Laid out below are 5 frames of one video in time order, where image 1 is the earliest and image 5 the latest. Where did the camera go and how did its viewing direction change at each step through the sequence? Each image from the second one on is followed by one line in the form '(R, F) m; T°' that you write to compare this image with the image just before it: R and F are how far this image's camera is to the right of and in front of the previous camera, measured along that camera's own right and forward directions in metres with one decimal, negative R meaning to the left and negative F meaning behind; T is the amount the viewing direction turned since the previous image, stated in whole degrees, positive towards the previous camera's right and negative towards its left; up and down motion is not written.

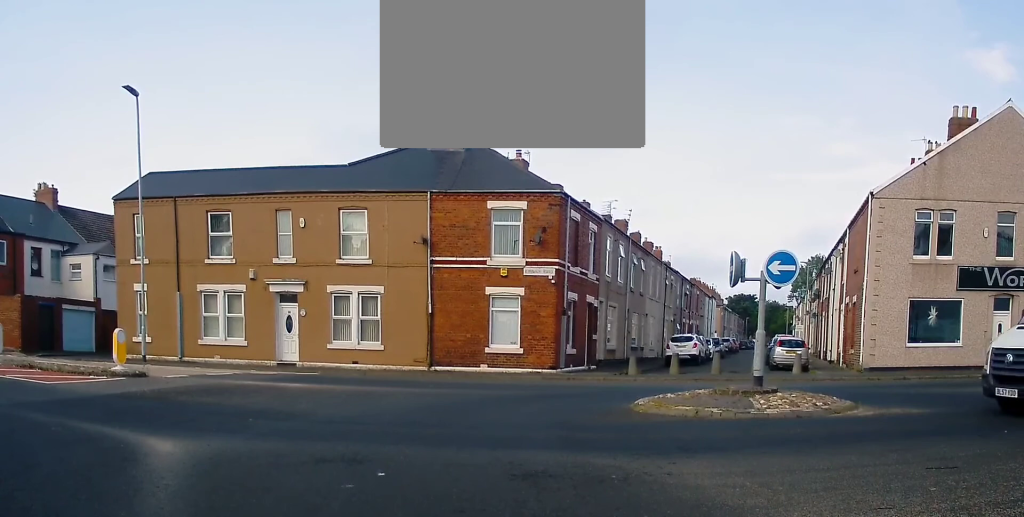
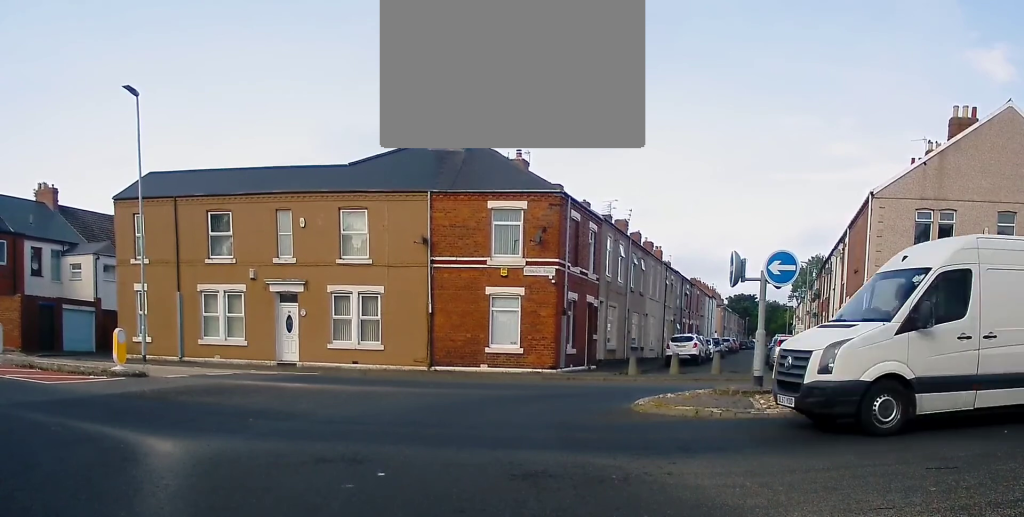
(0.0, 0.0) m; 0°
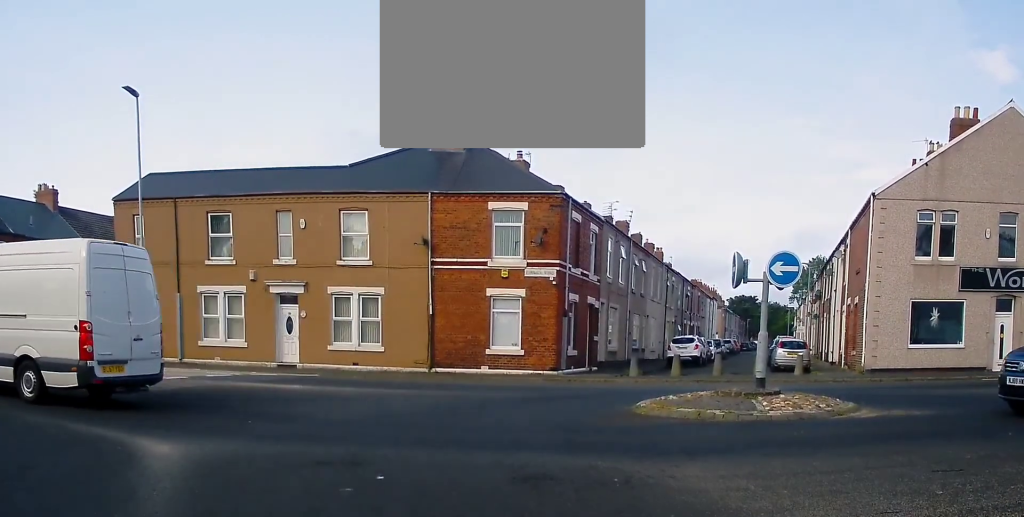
(0.0, 0.0) m; 0°
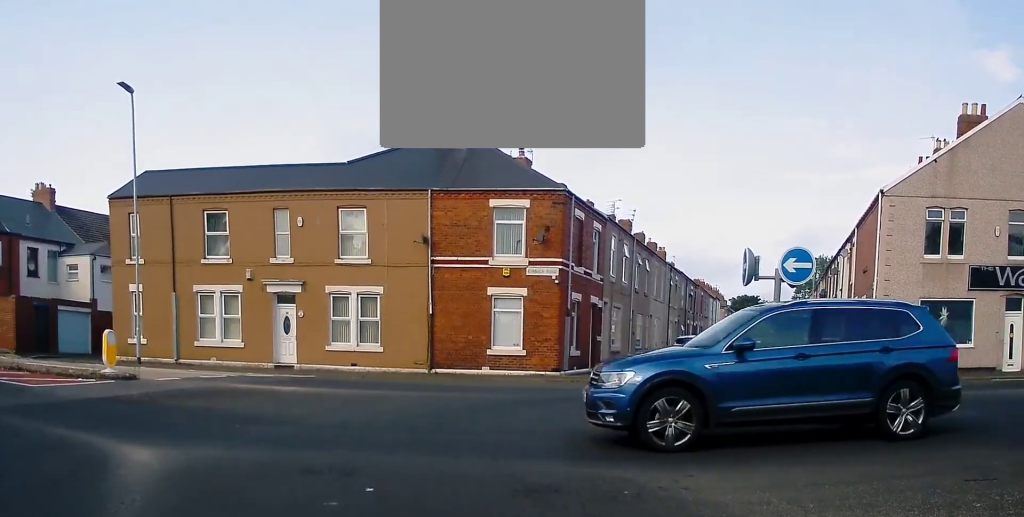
(+0.1, +0.3) m; 0°
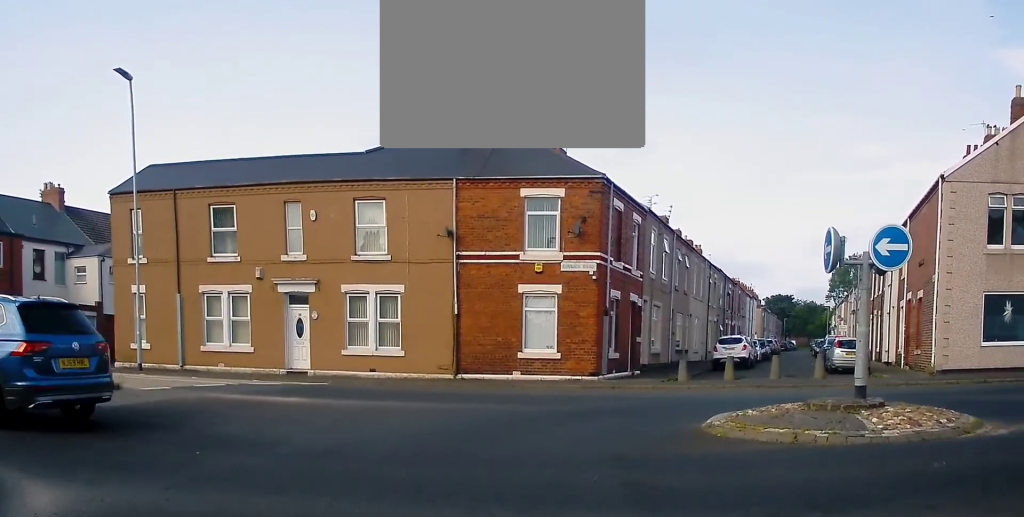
(0.0, +1.7) m; -1°
